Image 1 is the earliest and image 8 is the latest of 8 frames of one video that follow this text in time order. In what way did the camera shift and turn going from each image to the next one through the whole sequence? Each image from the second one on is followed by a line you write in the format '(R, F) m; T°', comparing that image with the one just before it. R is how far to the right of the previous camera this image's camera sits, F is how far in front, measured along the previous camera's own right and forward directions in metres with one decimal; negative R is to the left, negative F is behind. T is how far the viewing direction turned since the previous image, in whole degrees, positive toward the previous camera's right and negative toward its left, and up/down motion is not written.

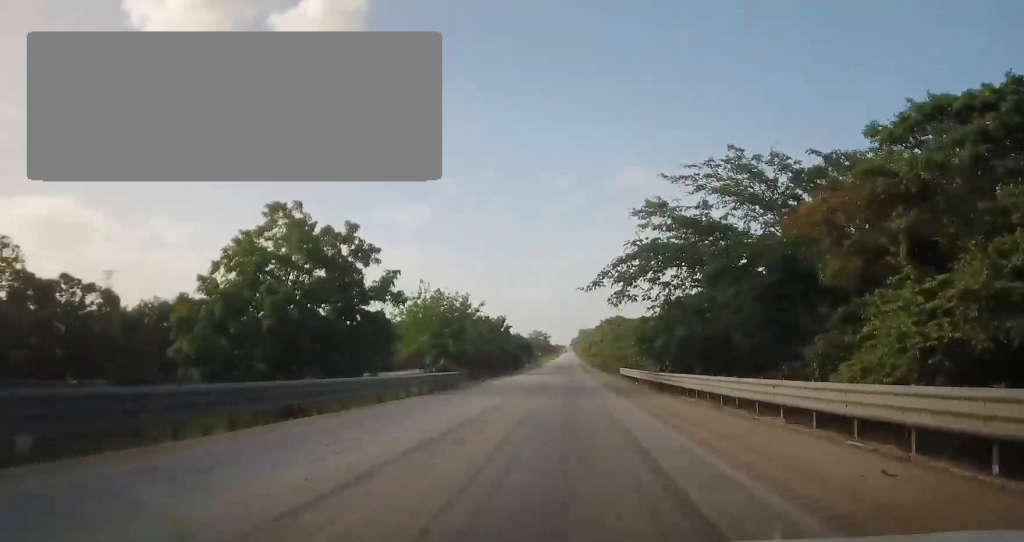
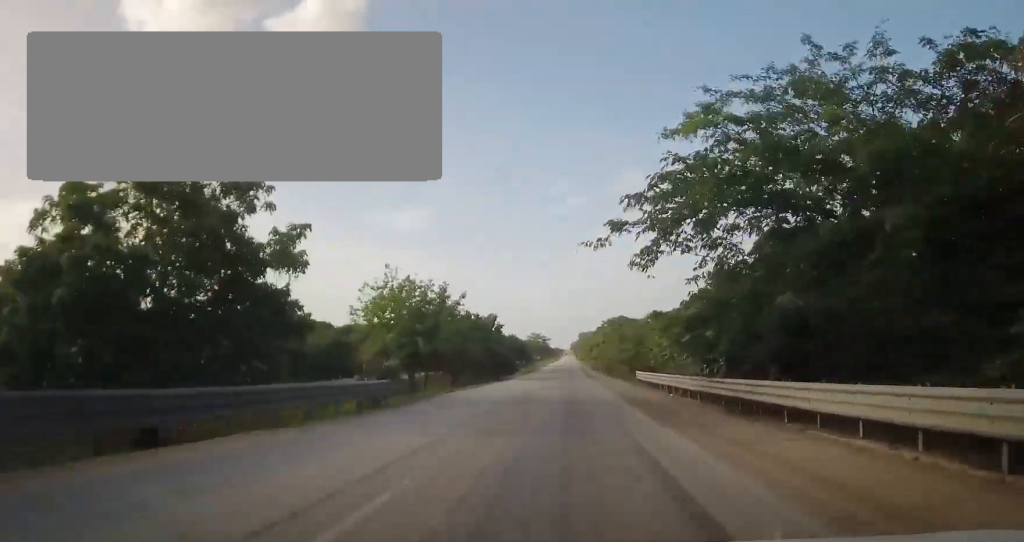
(+0.2, +13.7) m; 0°
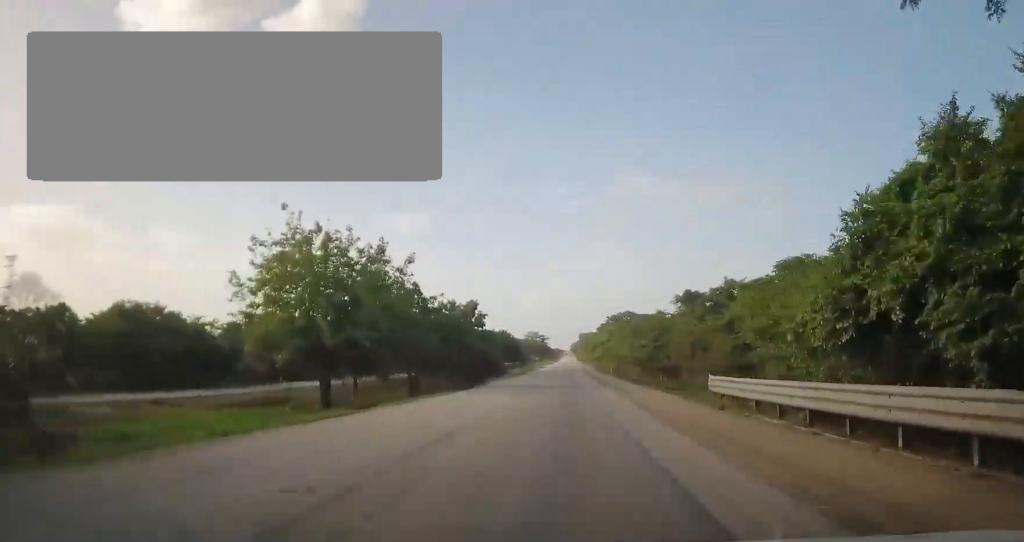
(+0.2, +22.4) m; 0°
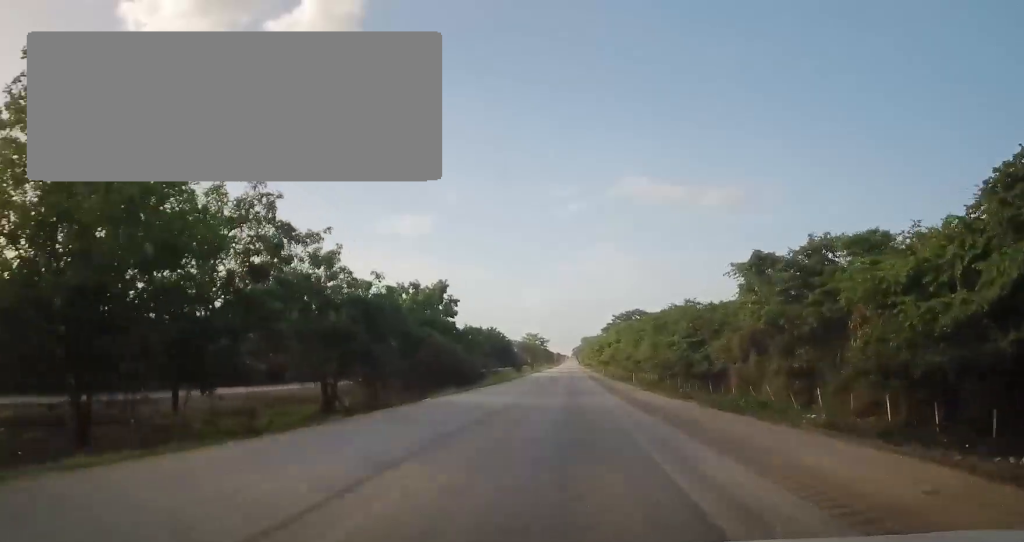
(-0.2, +21.9) m; -1°
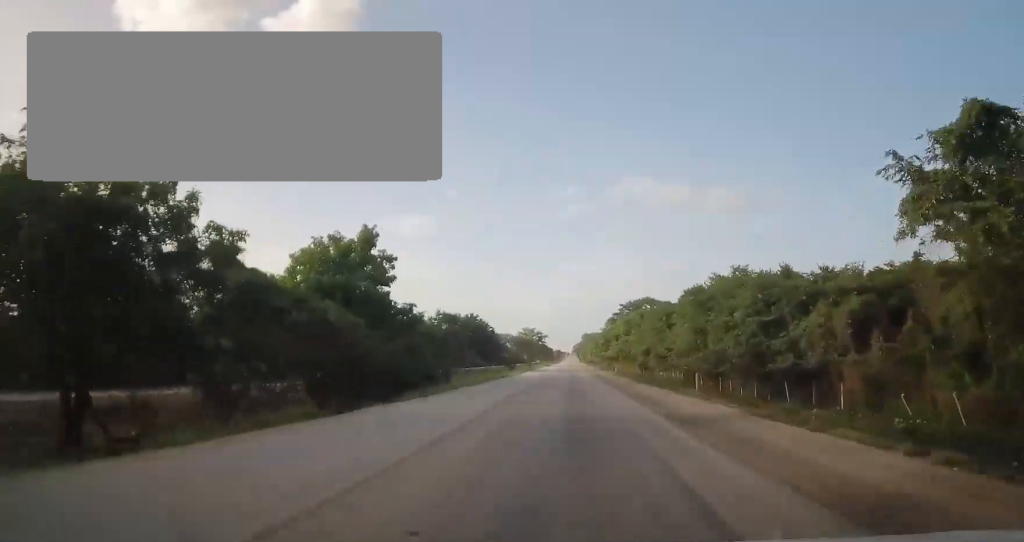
(-0.1, +22.4) m; 0°
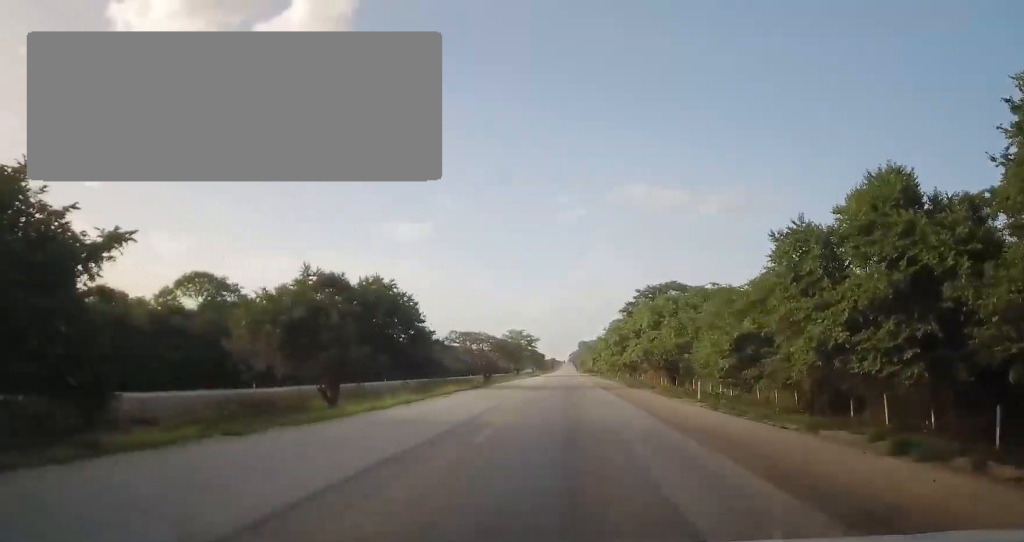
(+0.1, +41.5) m; 0°
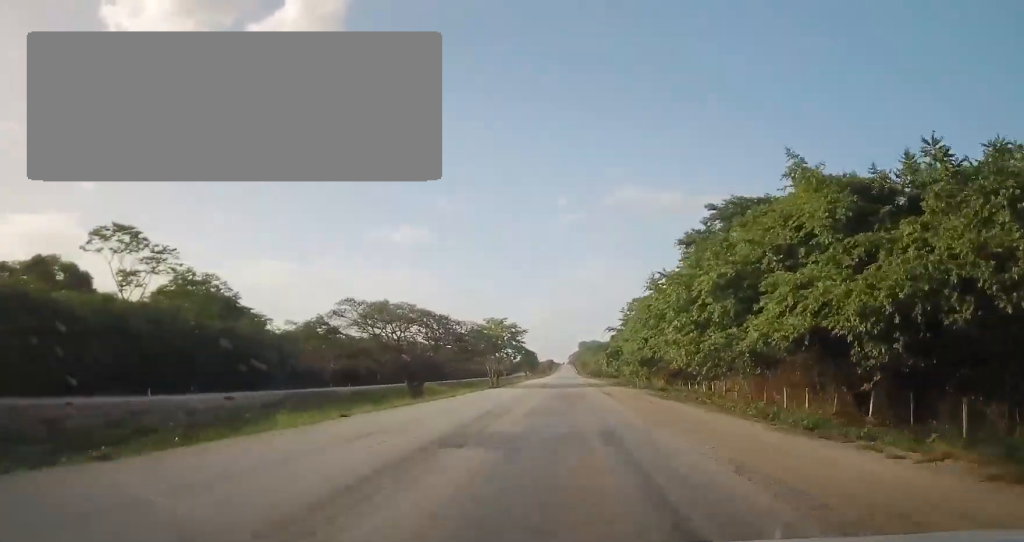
(+0.7, +54.7) m; +1°
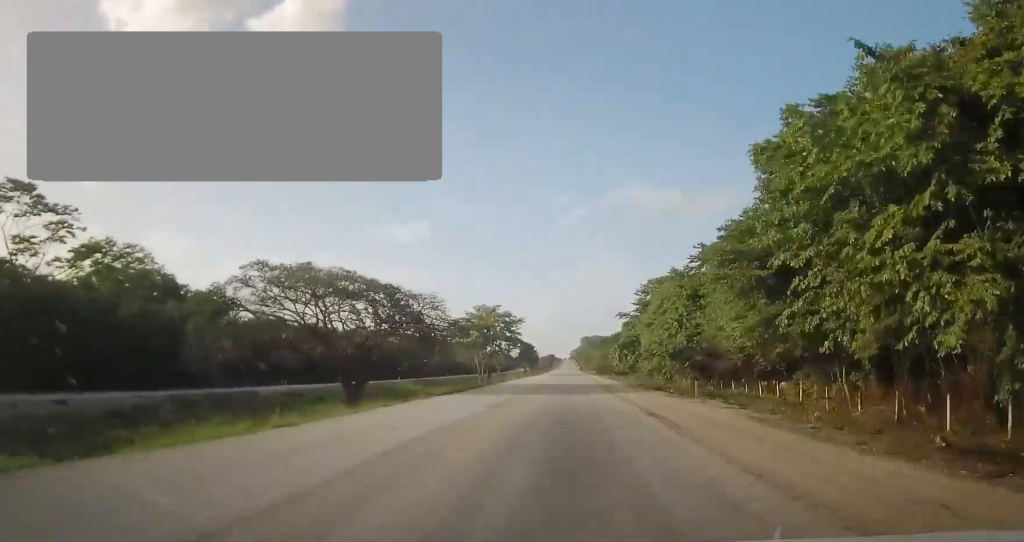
(-0.3, +18.8) m; 0°
